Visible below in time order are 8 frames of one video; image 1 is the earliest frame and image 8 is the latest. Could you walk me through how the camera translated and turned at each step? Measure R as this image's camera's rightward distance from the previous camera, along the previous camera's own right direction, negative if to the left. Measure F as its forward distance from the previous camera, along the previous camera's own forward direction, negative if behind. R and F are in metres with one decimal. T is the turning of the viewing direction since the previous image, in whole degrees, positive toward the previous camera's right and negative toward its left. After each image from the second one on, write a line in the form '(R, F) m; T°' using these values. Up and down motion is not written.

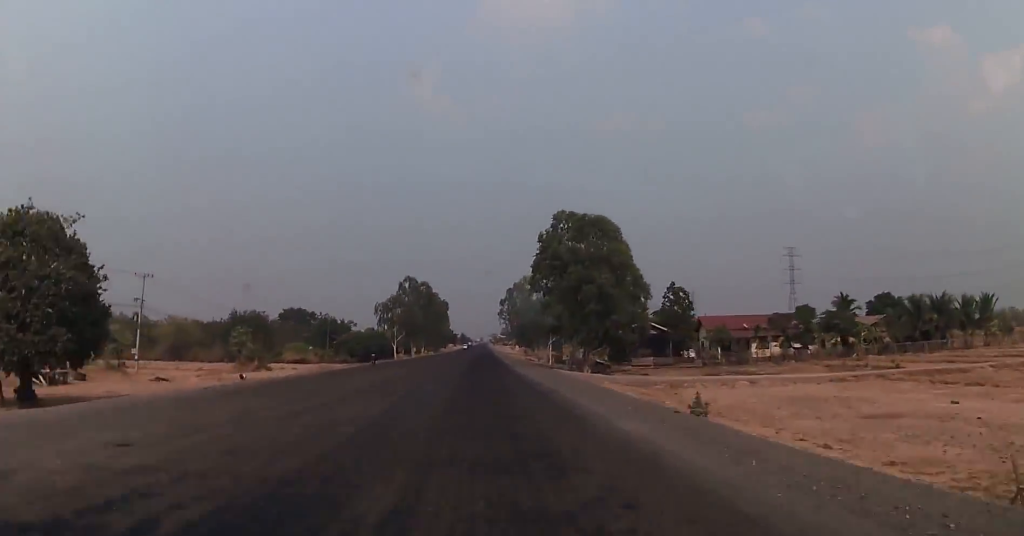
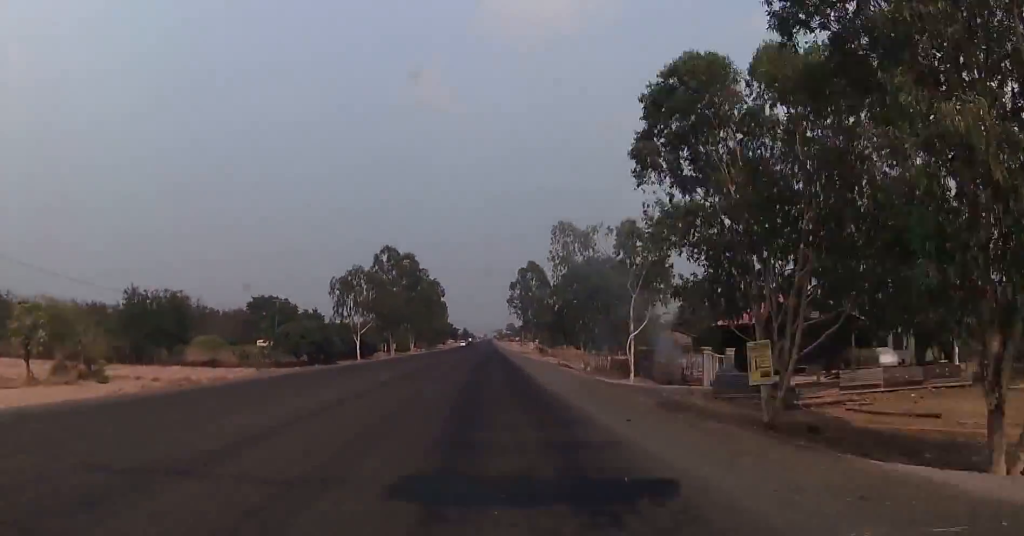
(-0.2, +44.0) m; 0°
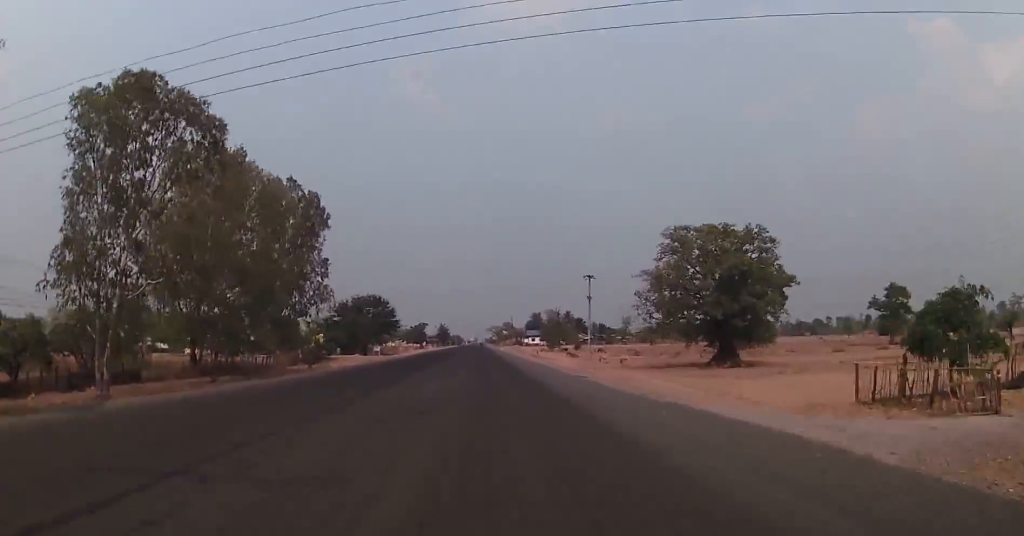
(+0.1, +177.5) m; 0°
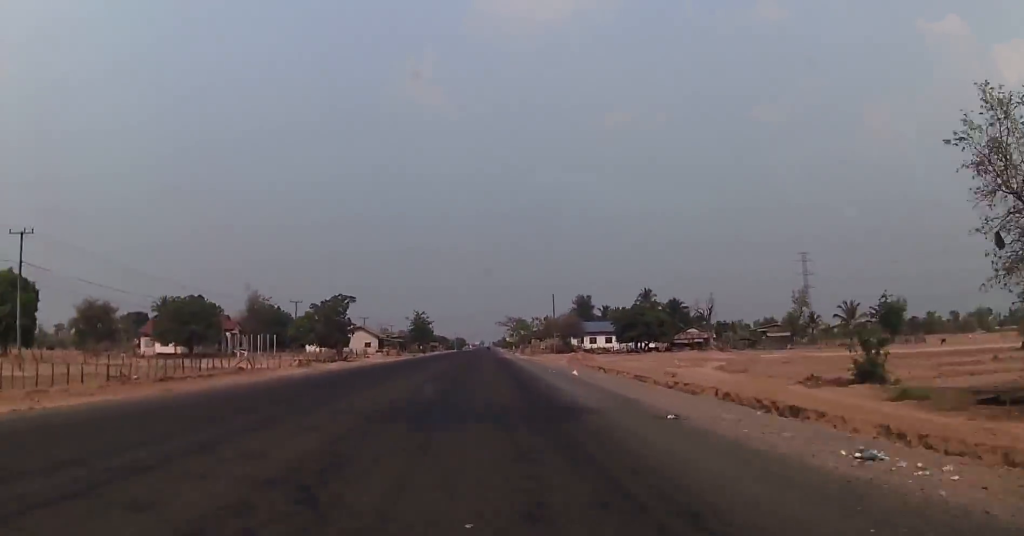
(-0.3, +131.6) m; 0°
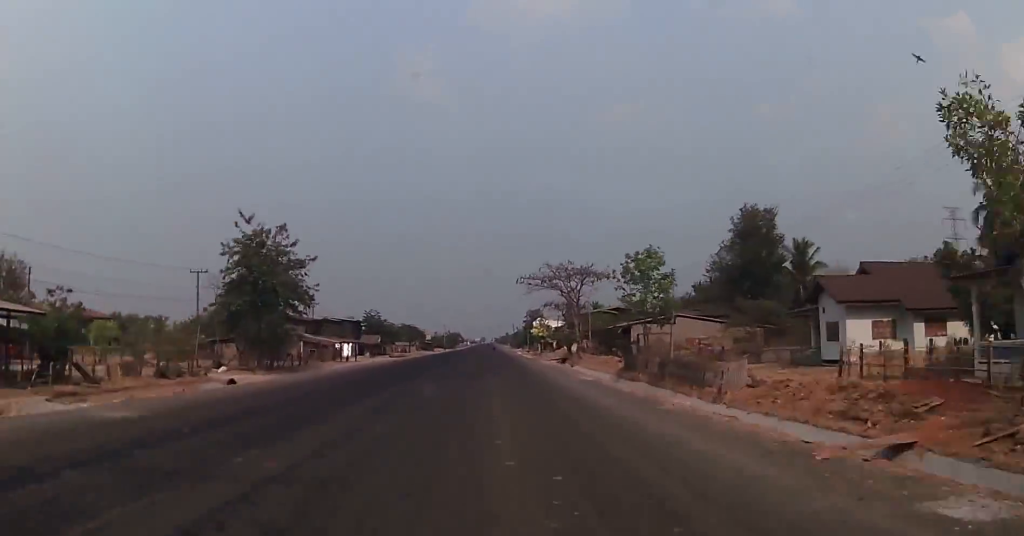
(0.0, +118.1) m; 0°
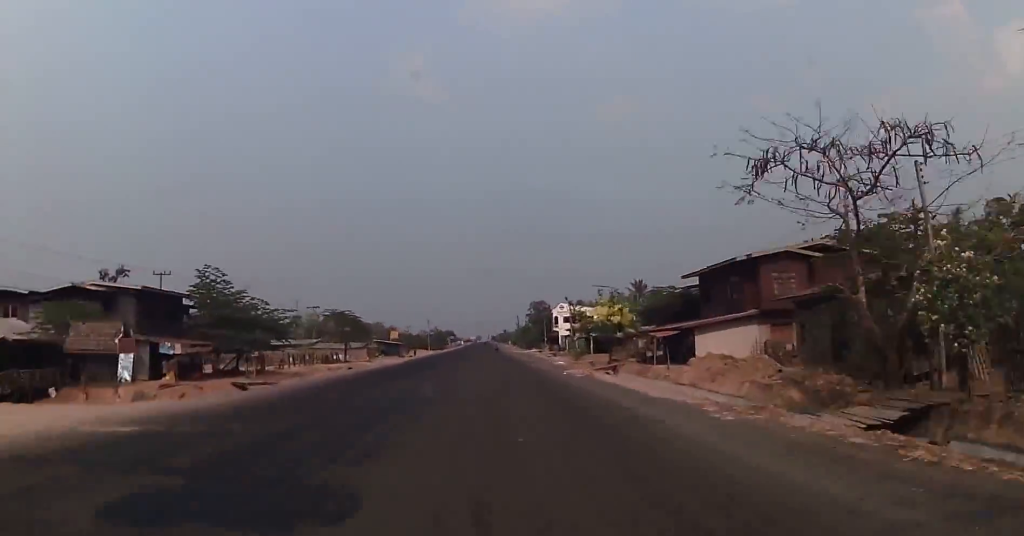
(0.0, +64.7) m; 0°
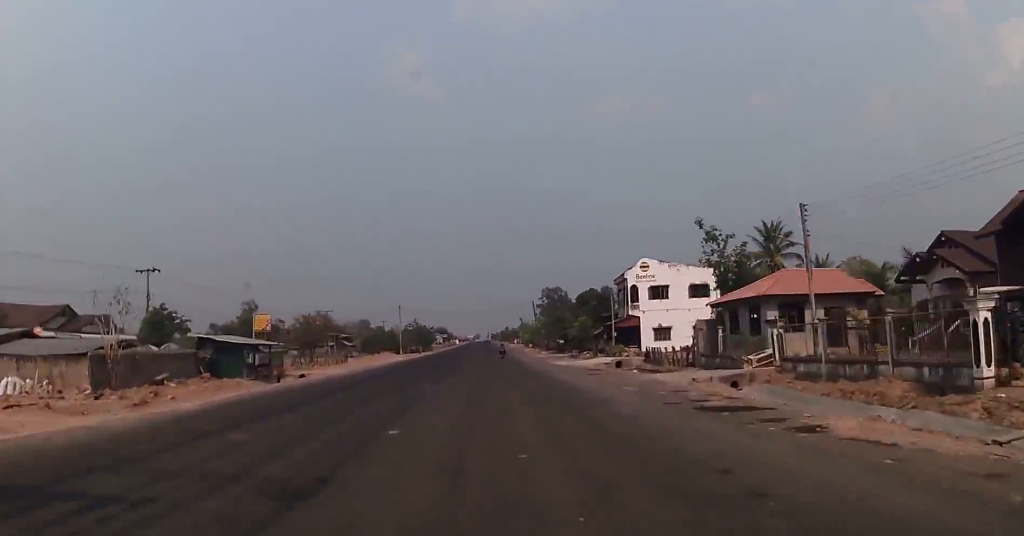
(0.0, +70.4) m; 0°
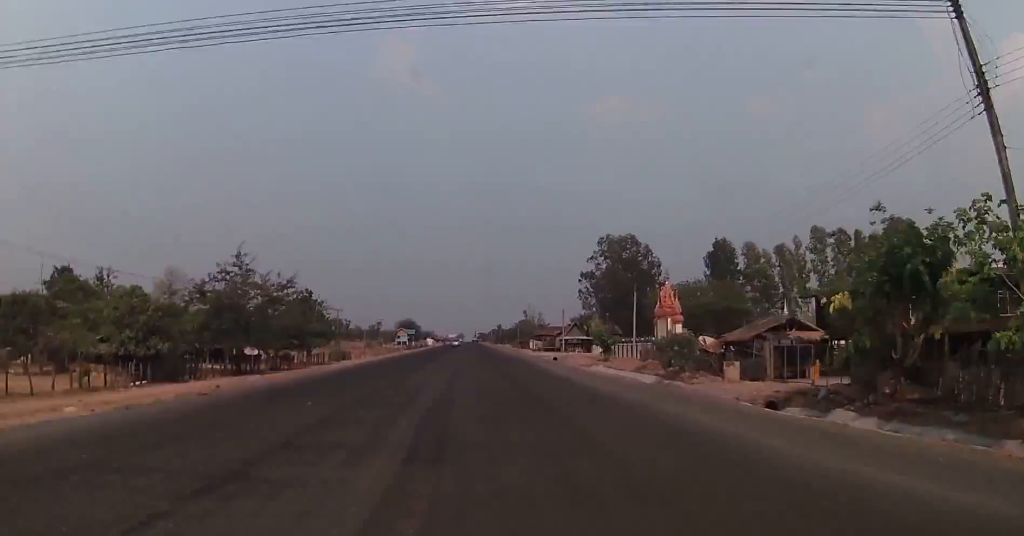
(+0.4, +129.2) m; 0°
